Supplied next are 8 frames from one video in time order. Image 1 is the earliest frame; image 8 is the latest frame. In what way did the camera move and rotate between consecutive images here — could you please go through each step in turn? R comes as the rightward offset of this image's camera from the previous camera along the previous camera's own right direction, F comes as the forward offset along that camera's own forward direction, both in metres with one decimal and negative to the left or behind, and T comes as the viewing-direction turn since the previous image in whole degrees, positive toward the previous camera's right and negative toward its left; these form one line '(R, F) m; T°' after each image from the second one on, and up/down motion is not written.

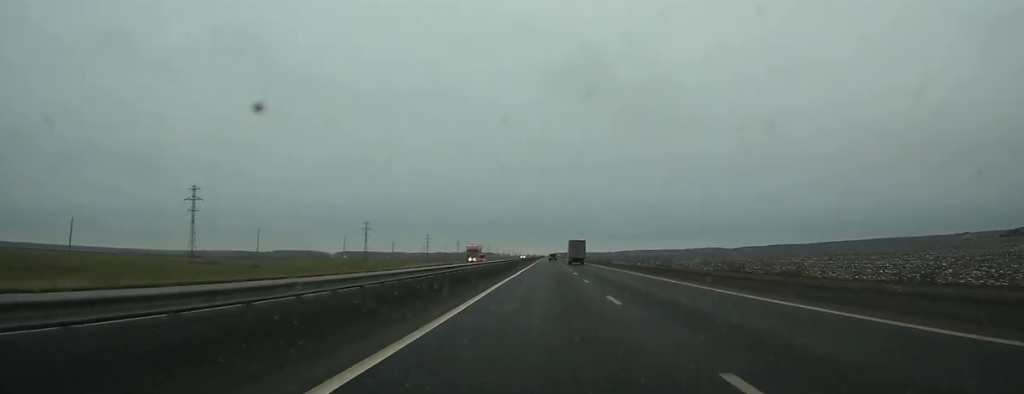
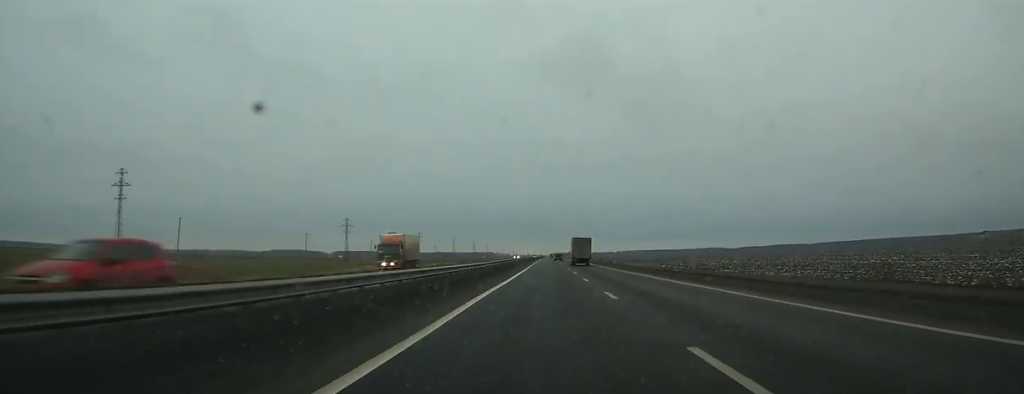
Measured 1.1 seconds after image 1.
(0.0, +34.3) m; 0°
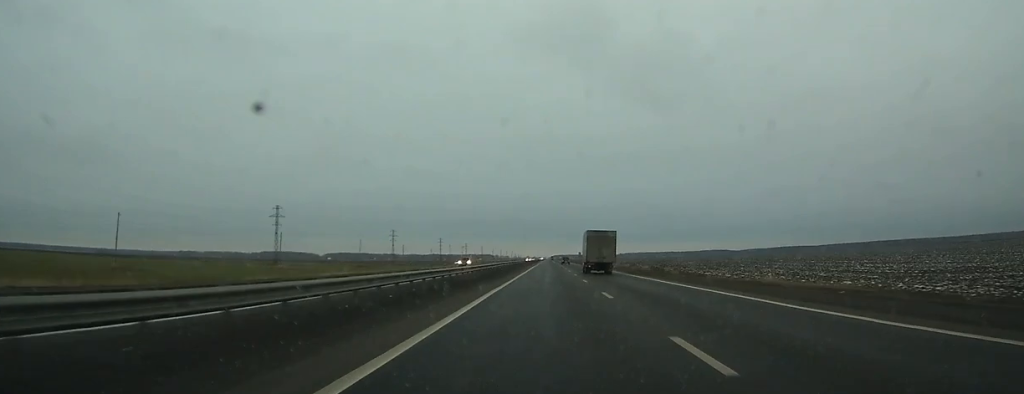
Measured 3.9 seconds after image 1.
(+0.2, +83.4) m; 0°
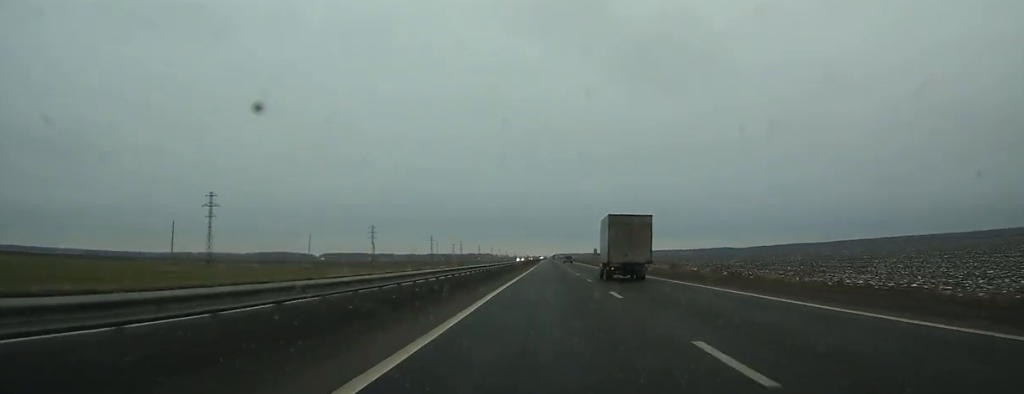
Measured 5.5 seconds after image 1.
(-0.1, +49.0) m; 0°
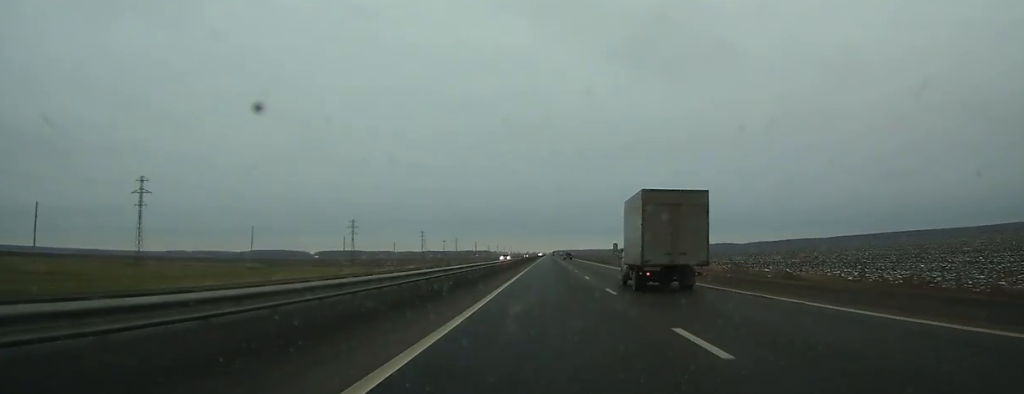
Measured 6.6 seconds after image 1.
(0.0, +34.8) m; 0°
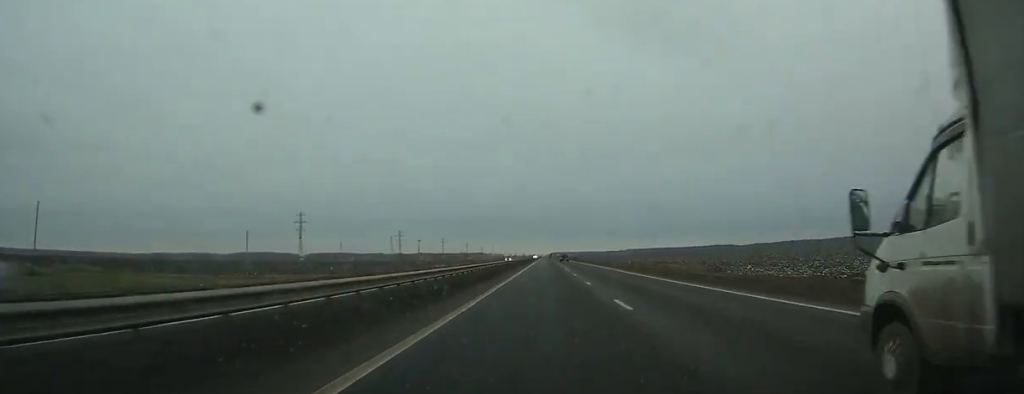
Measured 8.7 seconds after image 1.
(+0.1, +65.4) m; 0°
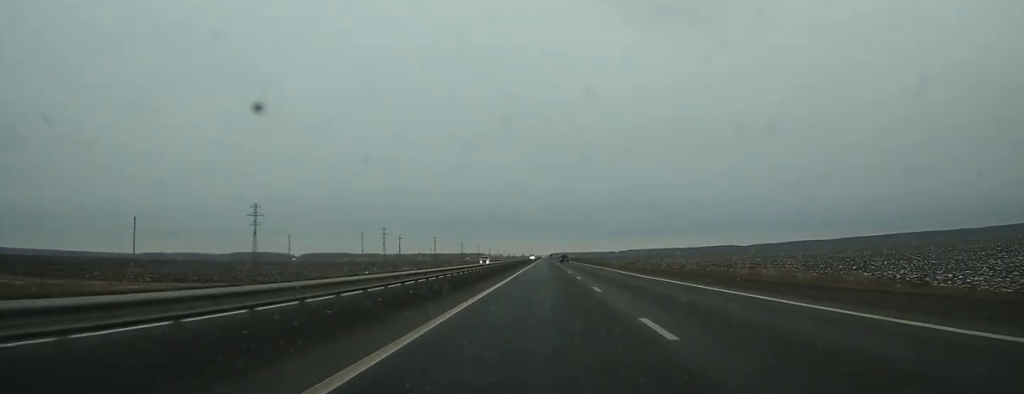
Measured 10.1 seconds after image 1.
(0.0, +40.6) m; 0°
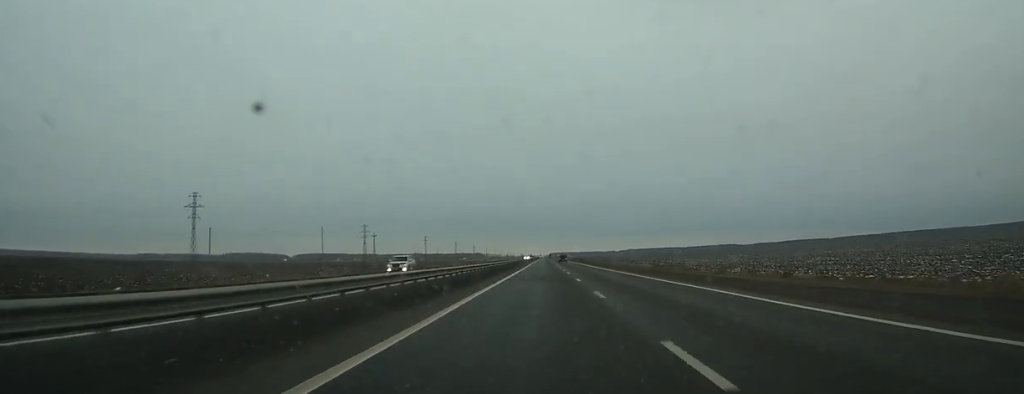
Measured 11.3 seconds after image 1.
(0.0, +38.4) m; 0°
